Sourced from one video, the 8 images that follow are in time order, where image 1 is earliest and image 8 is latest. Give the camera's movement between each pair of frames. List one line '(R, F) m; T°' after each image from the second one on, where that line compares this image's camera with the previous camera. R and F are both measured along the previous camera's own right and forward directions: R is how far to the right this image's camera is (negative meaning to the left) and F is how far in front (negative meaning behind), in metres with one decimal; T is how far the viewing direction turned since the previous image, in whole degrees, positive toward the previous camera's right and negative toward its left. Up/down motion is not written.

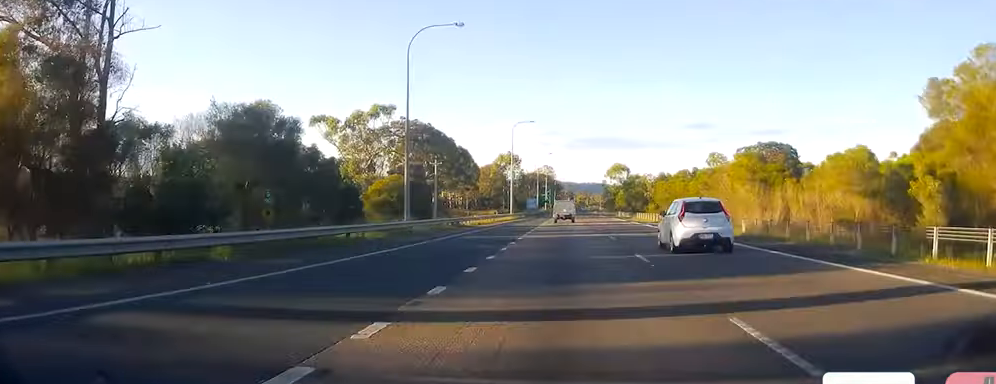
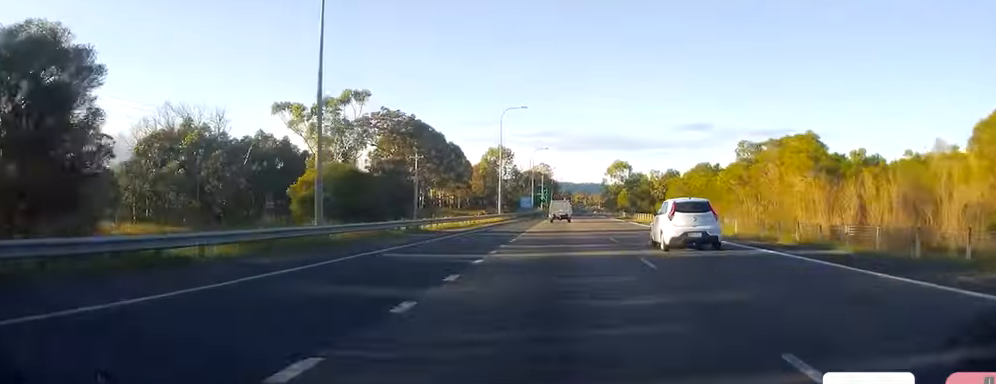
(-0.2, +14.2) m; 0°
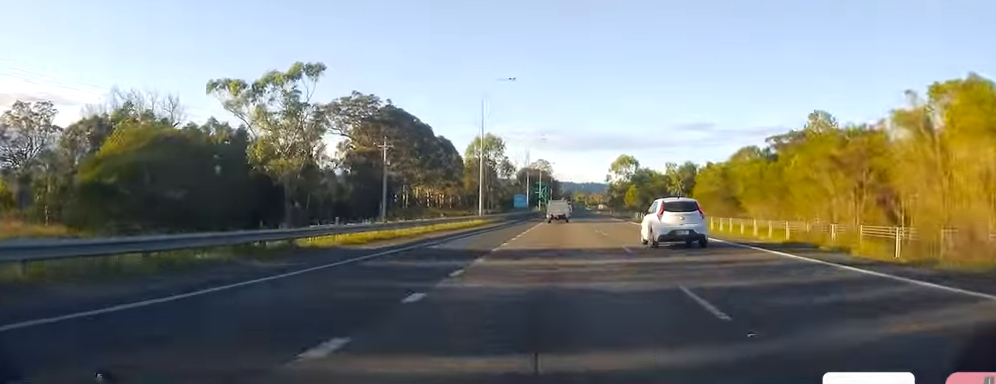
(-0.1, +19.0) m; 0°
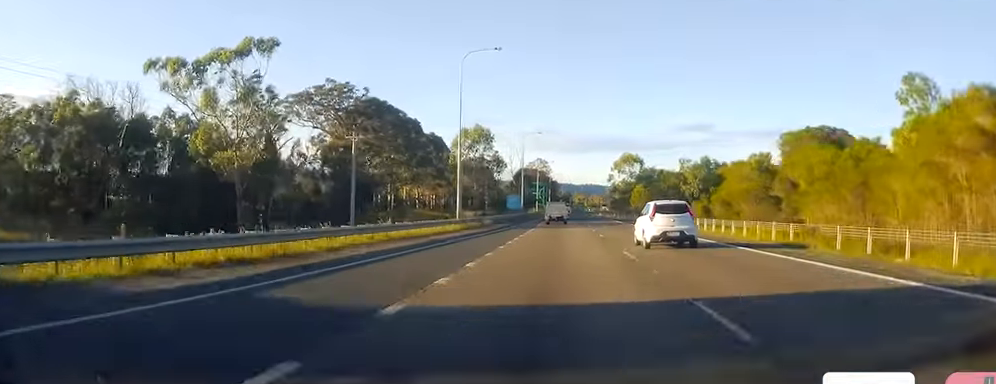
(+0.2, +13.3) m; 0°
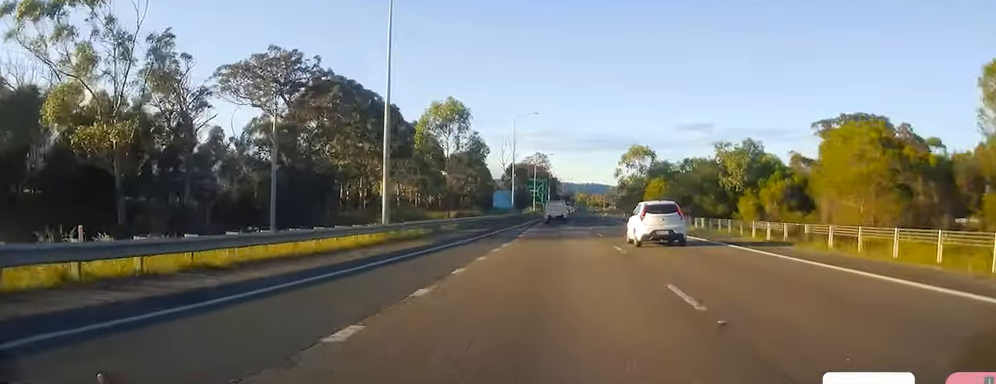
(-0.2, +22.0) m; 0°
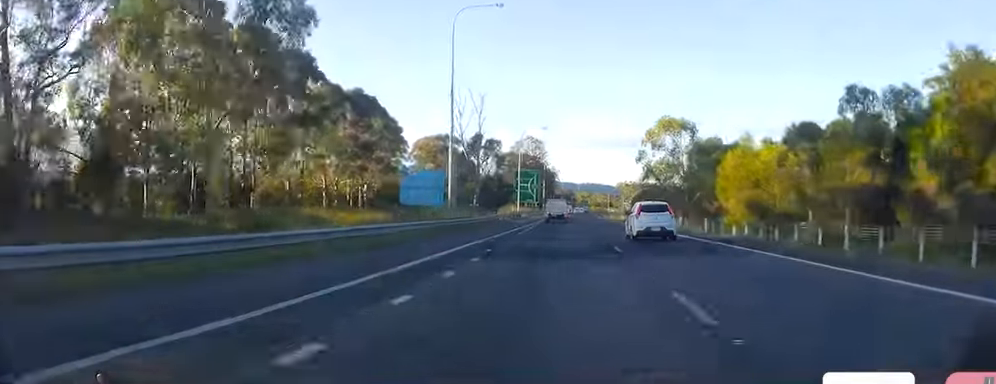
(+0.1, +49.9) m; +1°
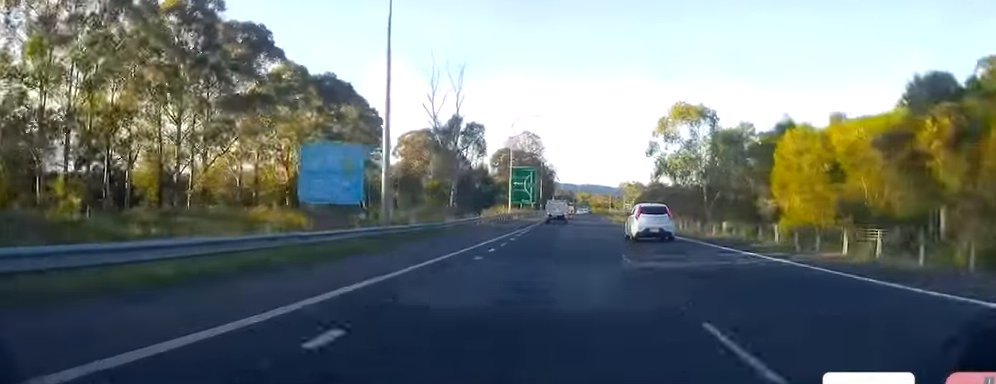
(+0.1, +15.3) m; 0°
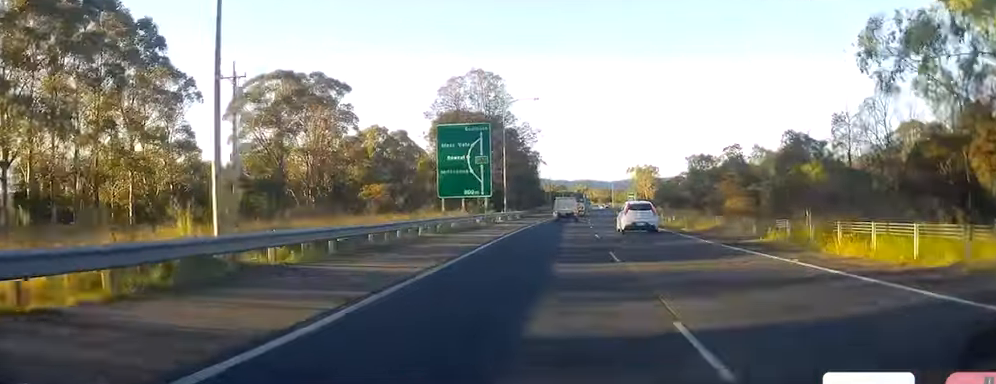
(0.0, +73.7) m; -1°
